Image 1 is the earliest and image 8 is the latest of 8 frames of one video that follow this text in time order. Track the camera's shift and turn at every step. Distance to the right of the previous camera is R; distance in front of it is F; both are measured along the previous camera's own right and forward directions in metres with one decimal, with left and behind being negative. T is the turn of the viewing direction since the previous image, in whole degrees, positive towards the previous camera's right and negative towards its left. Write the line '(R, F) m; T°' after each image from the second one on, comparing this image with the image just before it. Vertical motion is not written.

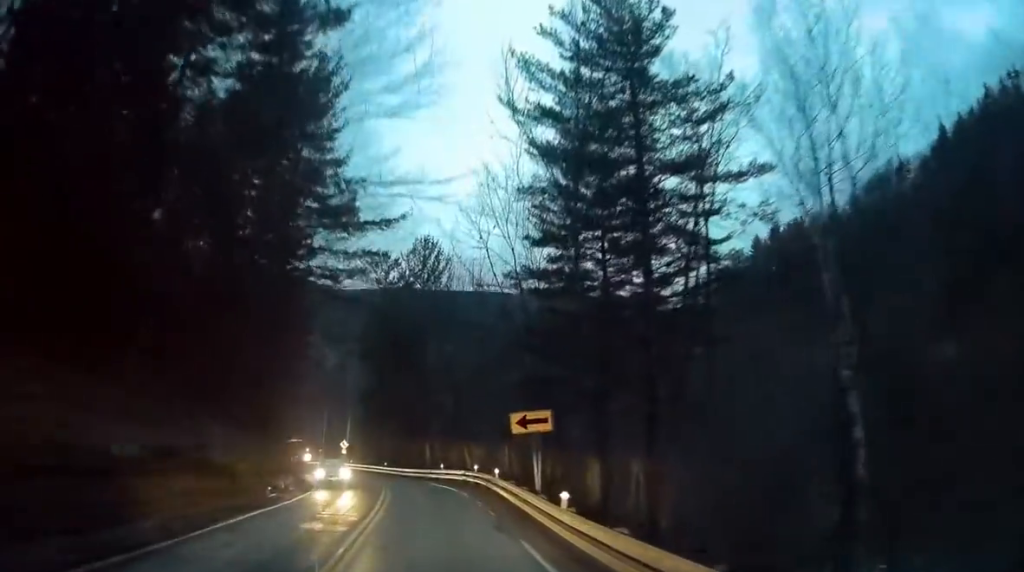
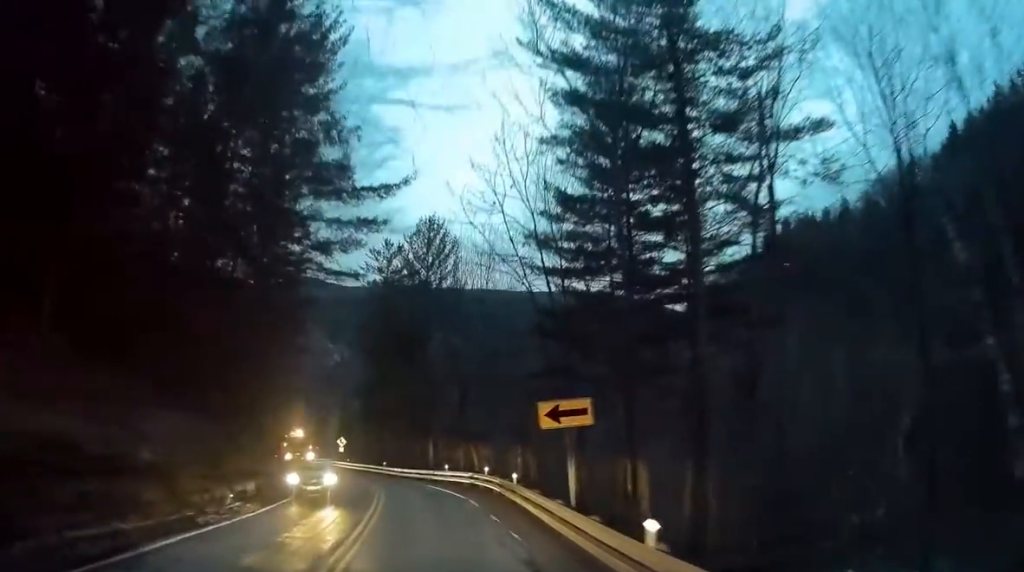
(+0.2, +4.3) m; 0°
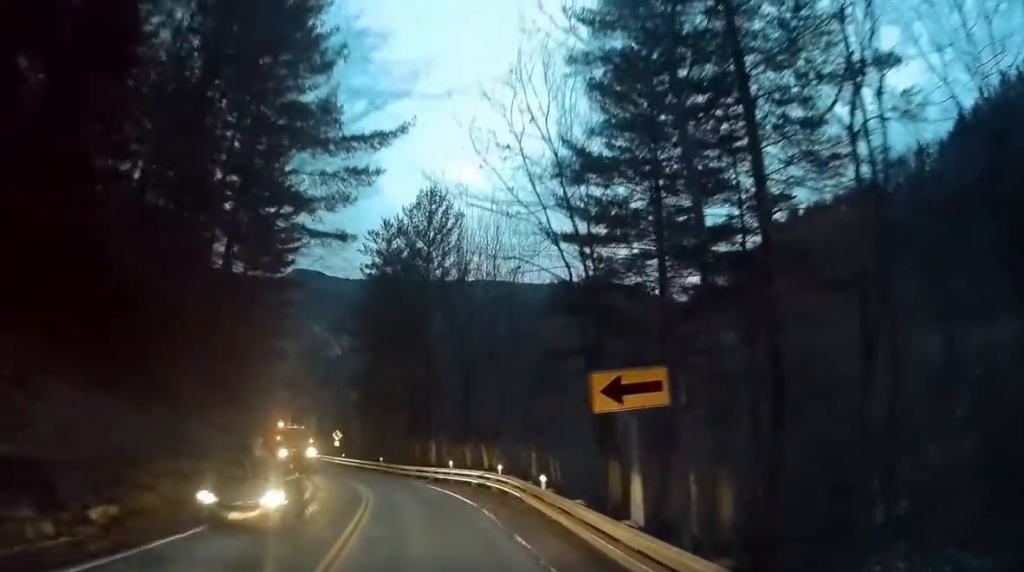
(+0.2, +4.7) m; -1°
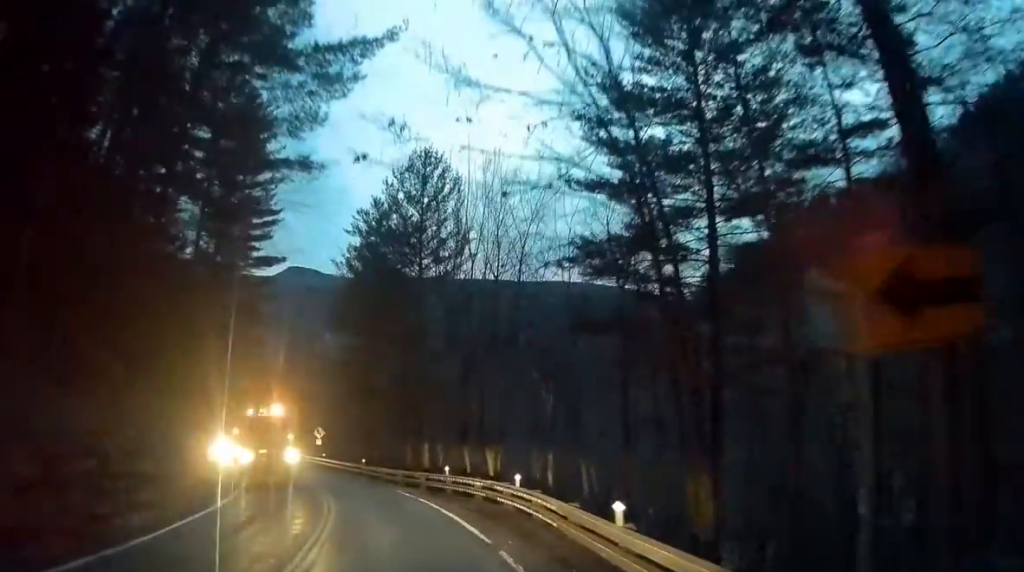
(-0.4, +6.7) m; -4°
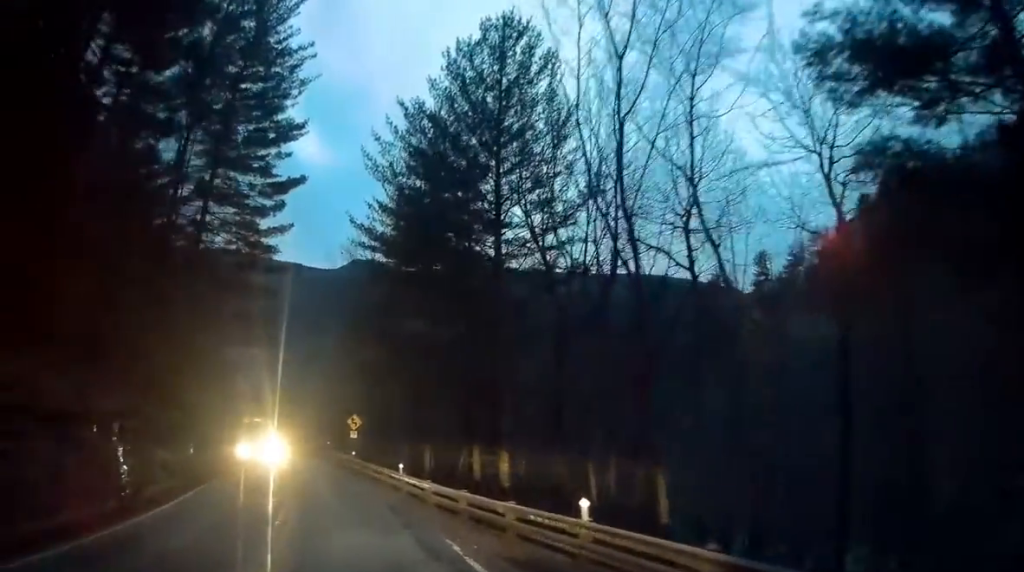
(-1.3, +13.7) m; -11°
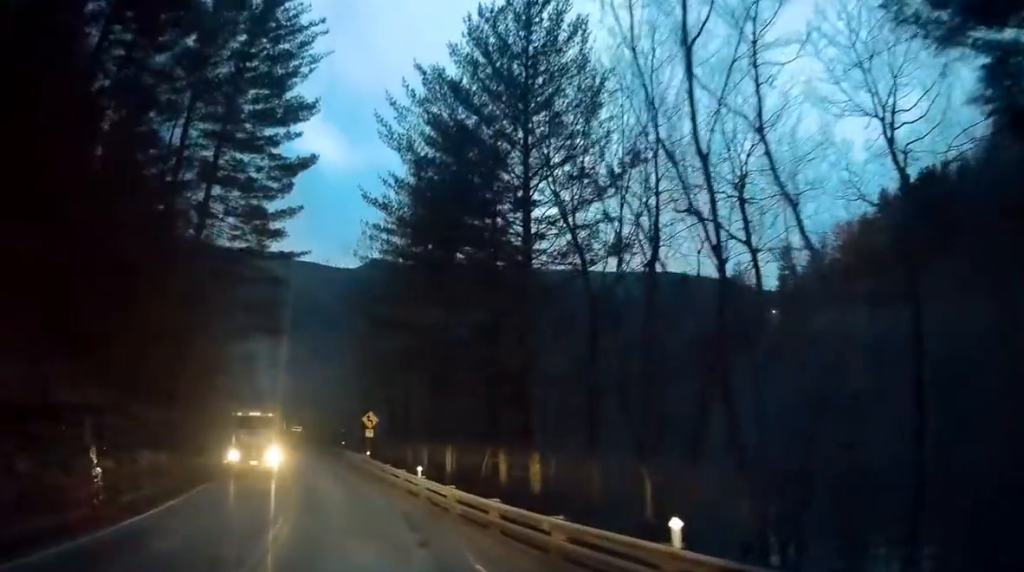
(0.0, +2.5) m; -1°
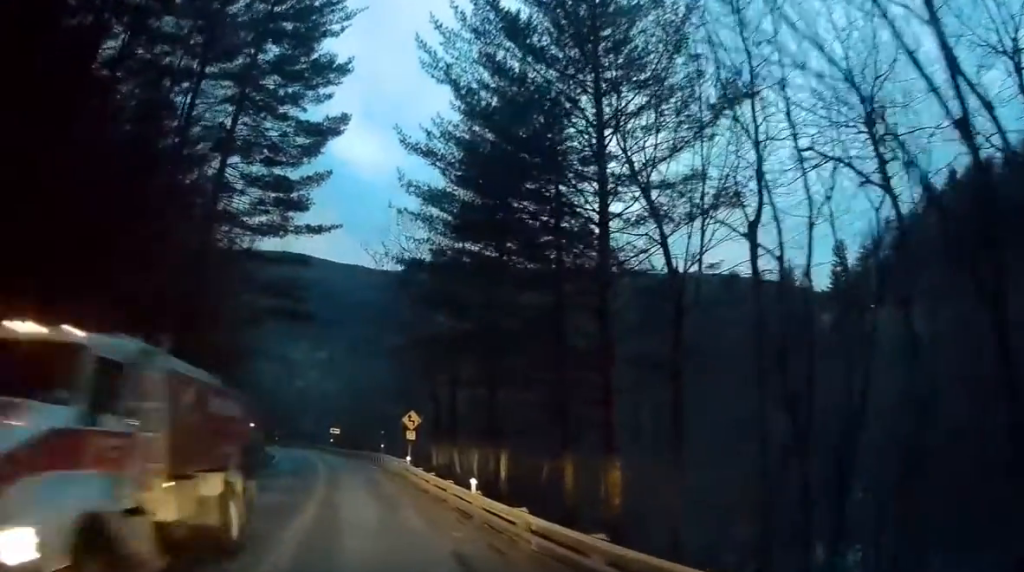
(0.0, +4.4) m; 0°
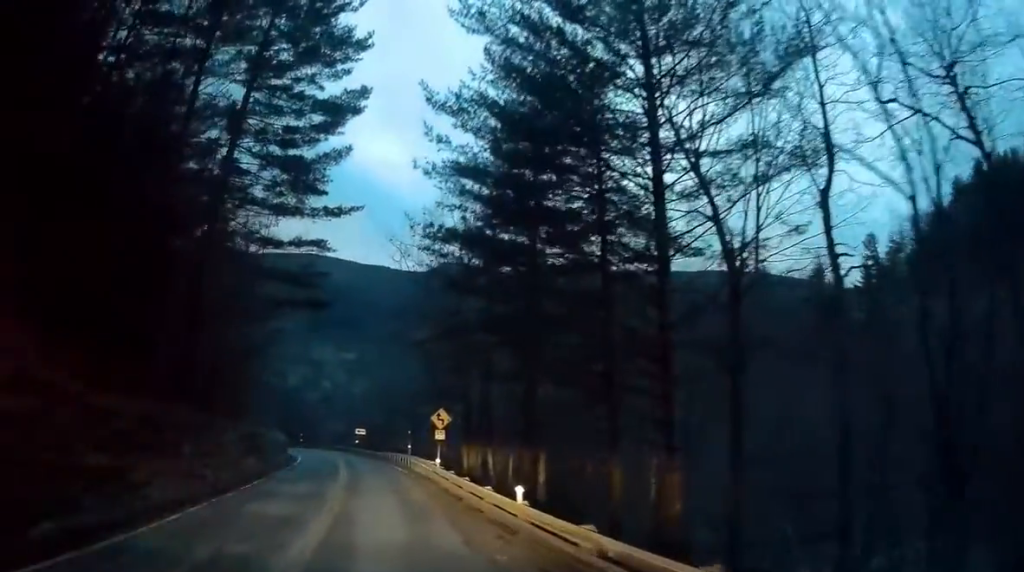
(0.0, +2.2) m; -1°
